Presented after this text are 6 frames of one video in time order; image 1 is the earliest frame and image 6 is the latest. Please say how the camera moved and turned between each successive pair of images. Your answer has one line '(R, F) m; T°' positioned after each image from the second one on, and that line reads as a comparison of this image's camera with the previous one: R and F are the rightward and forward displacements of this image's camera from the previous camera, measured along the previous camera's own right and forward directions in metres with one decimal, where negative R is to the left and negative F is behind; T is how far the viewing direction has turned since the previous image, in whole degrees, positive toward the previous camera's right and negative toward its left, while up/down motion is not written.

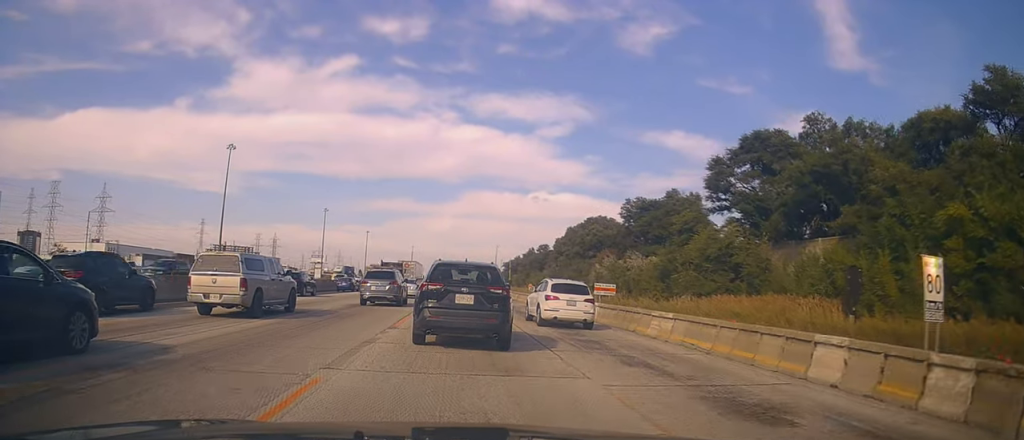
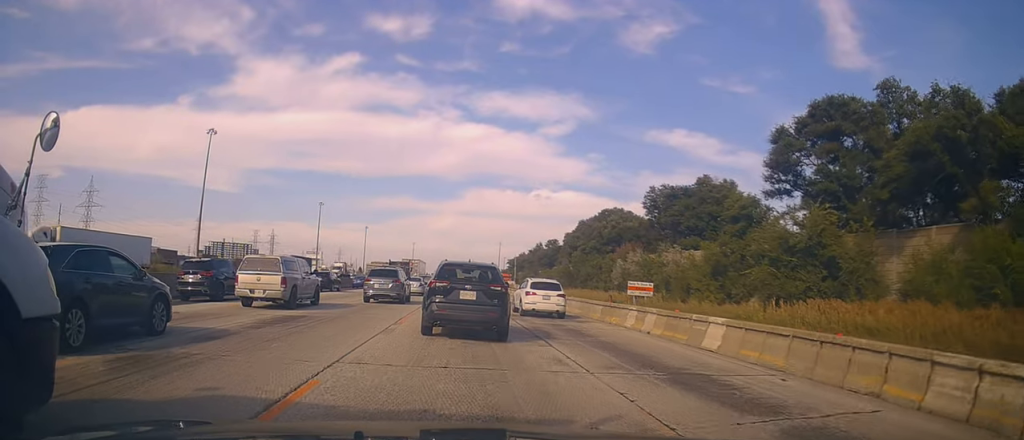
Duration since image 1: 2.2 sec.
(+1.2, +11.8) m; +5°
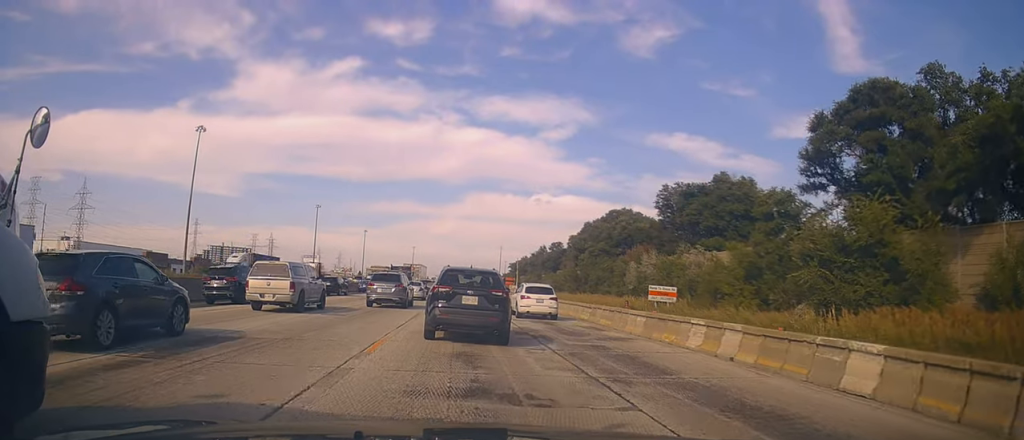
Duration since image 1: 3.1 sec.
(-0.3, +5.2) m; -4°
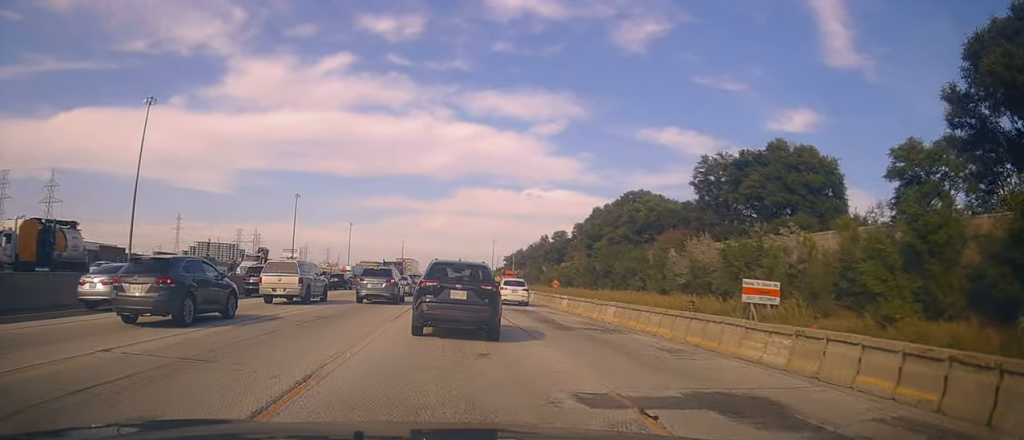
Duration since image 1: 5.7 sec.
(+0.4, +16.9) m; +1°
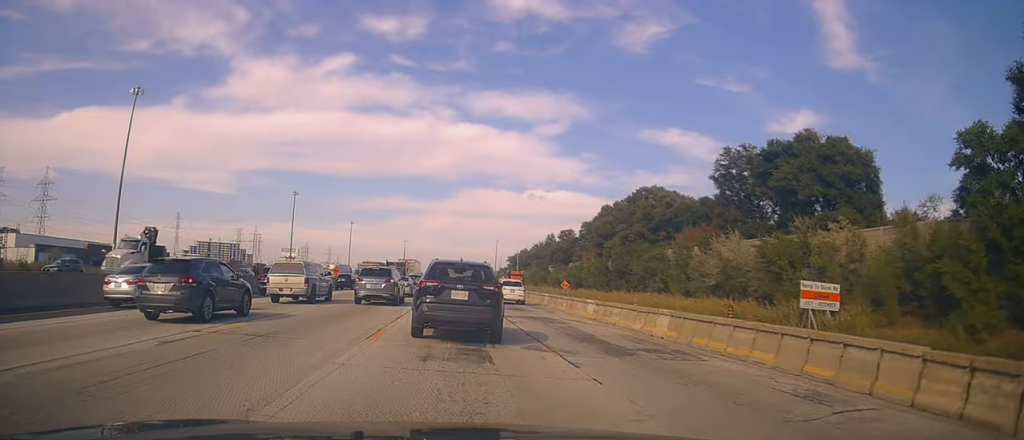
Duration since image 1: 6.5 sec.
(-0.3, +5.7) m; -1°
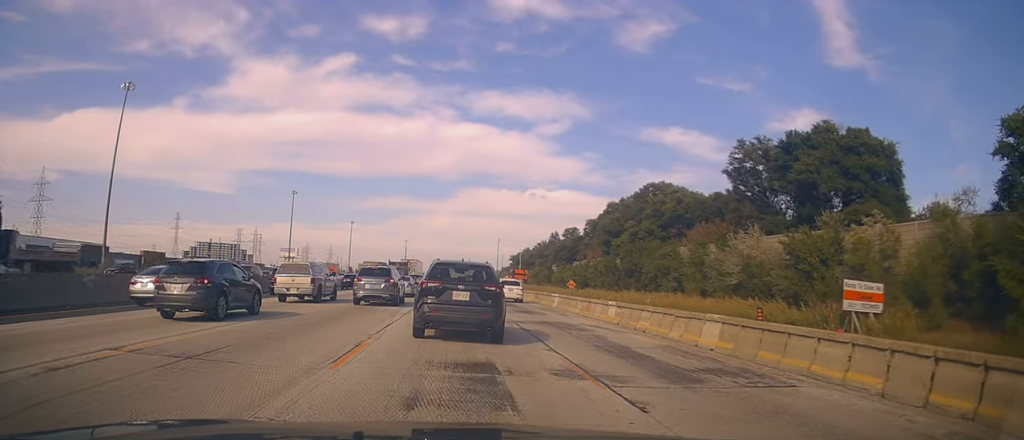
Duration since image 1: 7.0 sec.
(+0.1, +3.5) m; +1°
